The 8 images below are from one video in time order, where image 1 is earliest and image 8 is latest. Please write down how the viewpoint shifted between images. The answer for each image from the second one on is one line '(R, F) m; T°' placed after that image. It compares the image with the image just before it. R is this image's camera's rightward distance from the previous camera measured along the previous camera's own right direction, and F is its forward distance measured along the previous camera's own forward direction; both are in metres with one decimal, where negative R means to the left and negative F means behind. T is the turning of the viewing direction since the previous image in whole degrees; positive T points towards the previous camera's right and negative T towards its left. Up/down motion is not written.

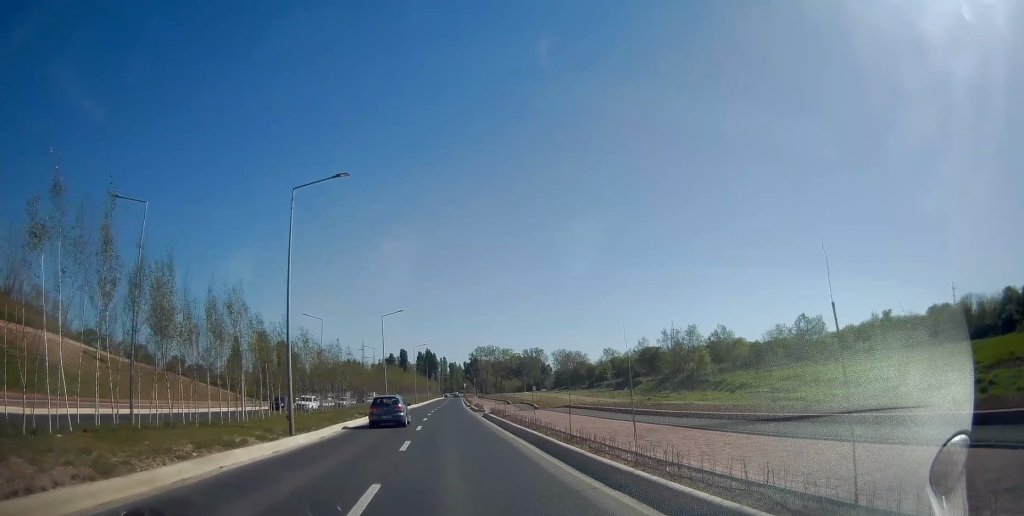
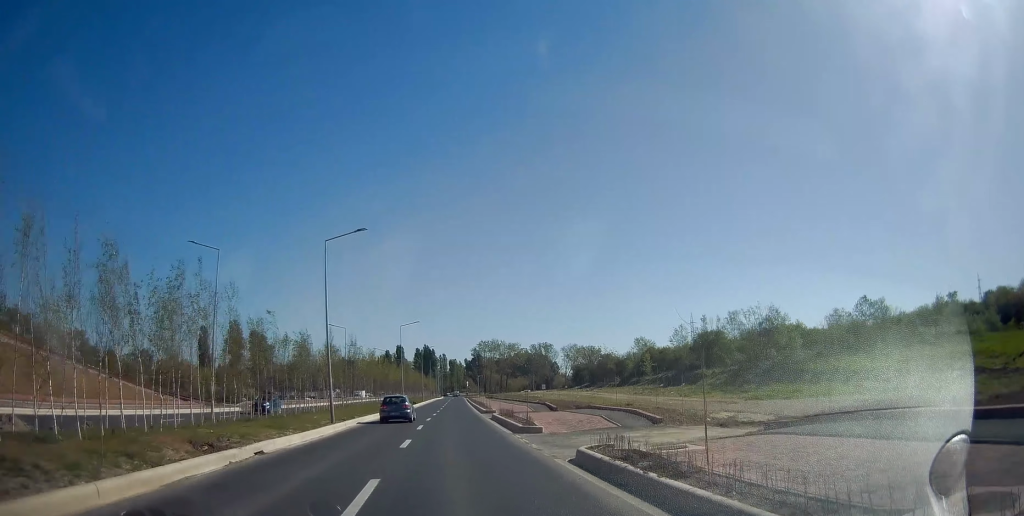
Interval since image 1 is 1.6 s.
(0.0, +27.0) m; 0°
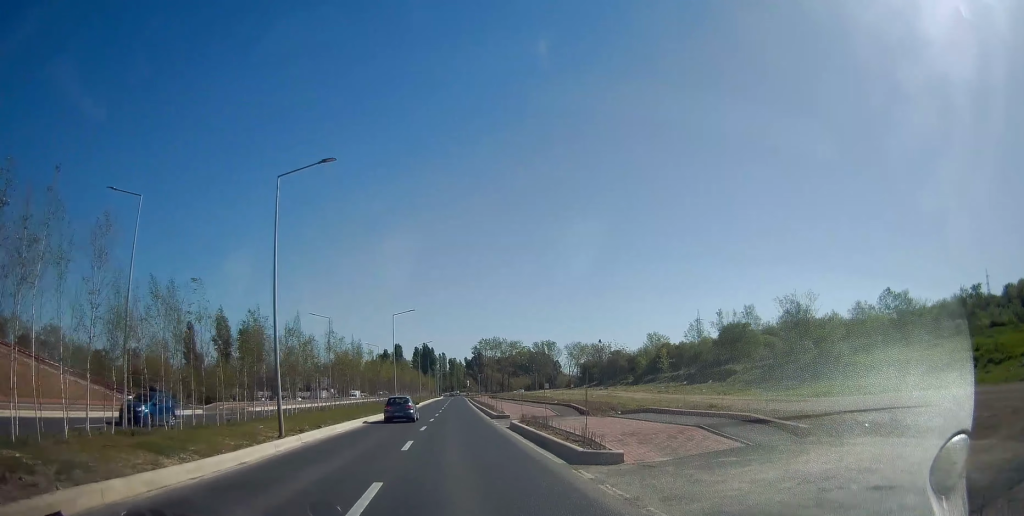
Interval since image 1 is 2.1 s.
(0.0, +9.0) m; 0°
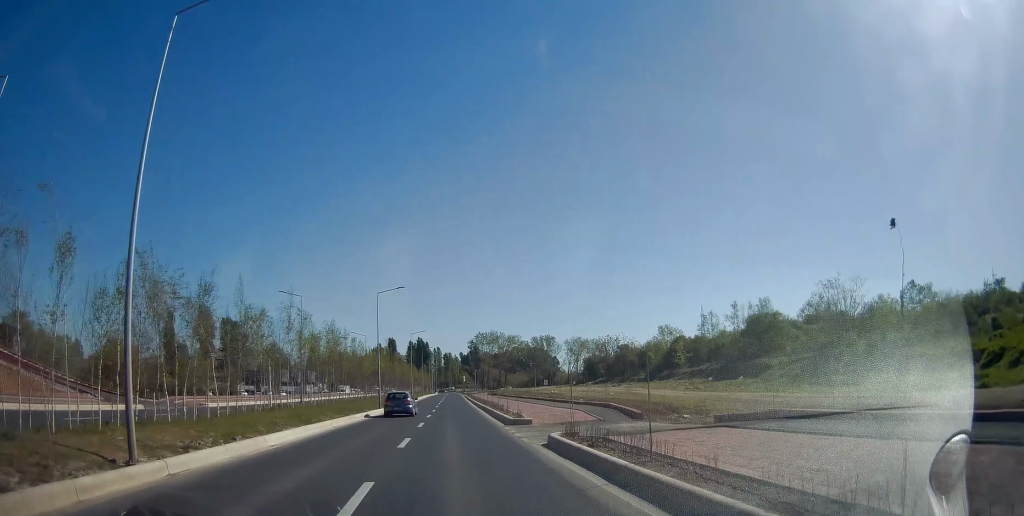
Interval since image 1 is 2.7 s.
(0.0, +9.5) m; 0°
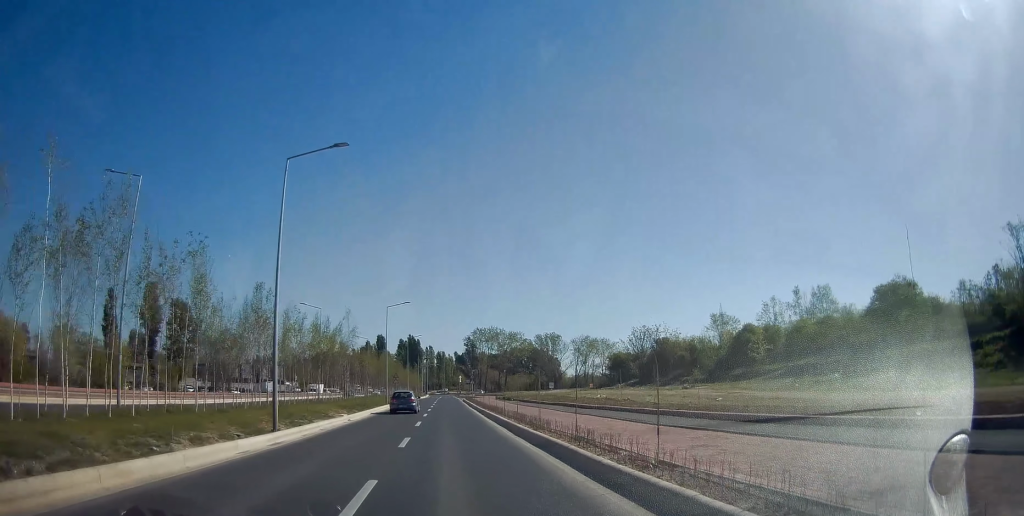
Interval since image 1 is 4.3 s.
(+0.4, +26.3) m; +1°
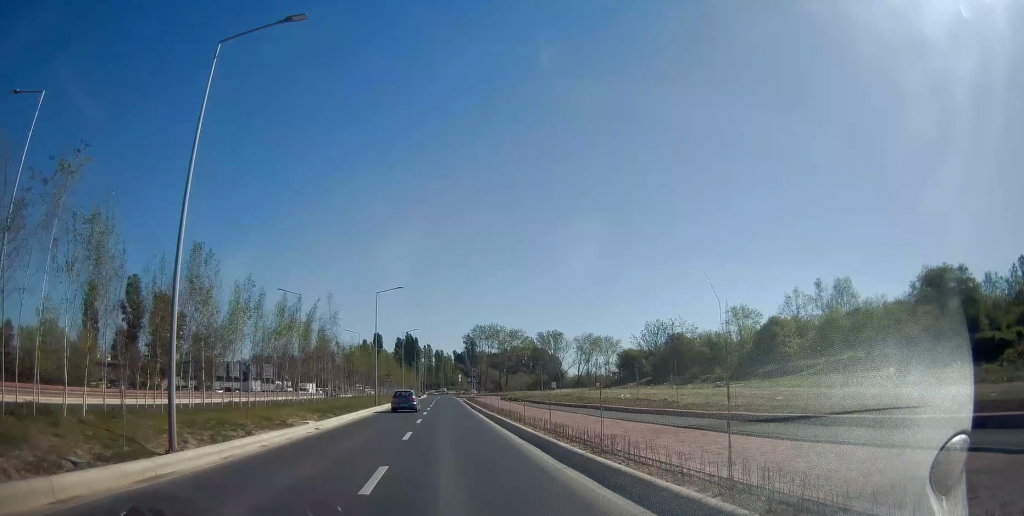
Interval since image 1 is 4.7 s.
(+0.2, +7.3) m; 0°
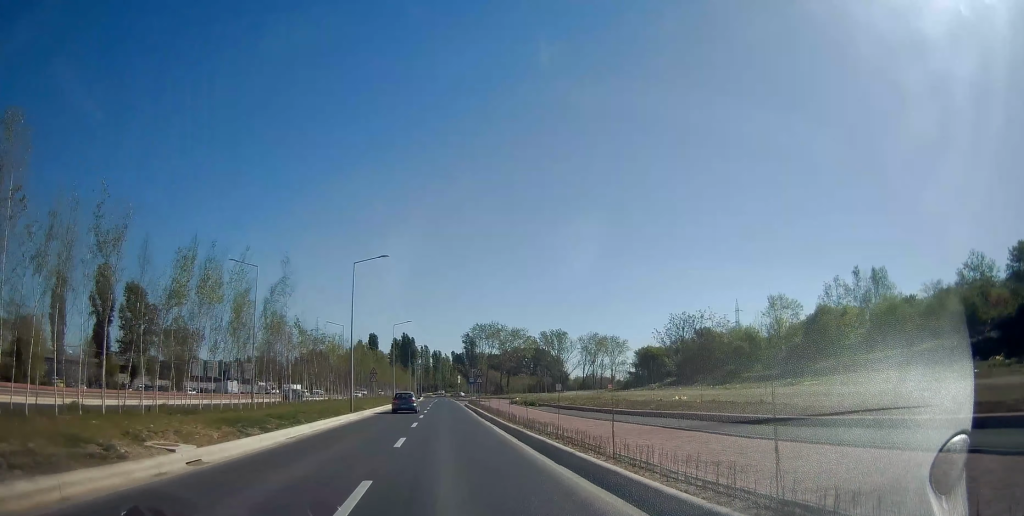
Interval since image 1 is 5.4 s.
(-0.3, +11.2) m; 0°
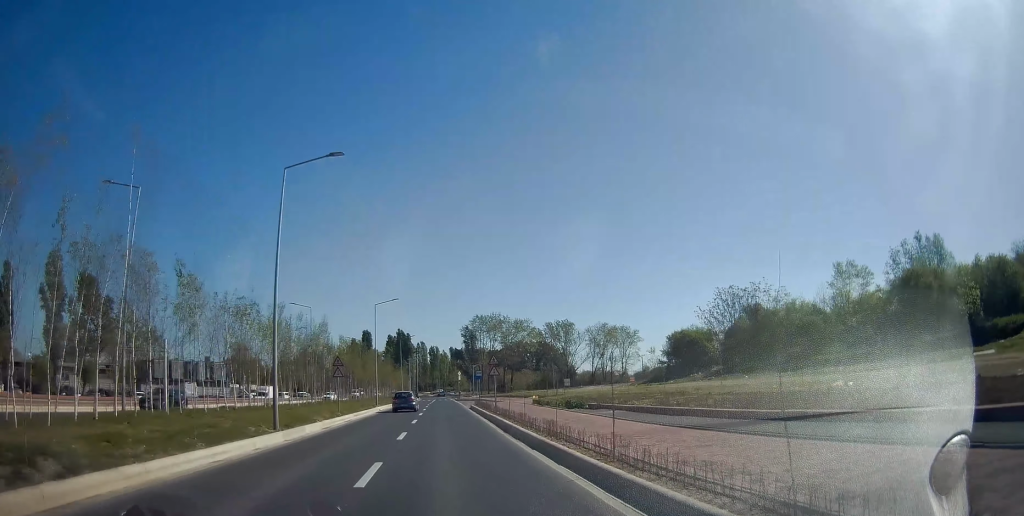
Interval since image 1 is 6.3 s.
(+0.2, +15.6) m; +1°
